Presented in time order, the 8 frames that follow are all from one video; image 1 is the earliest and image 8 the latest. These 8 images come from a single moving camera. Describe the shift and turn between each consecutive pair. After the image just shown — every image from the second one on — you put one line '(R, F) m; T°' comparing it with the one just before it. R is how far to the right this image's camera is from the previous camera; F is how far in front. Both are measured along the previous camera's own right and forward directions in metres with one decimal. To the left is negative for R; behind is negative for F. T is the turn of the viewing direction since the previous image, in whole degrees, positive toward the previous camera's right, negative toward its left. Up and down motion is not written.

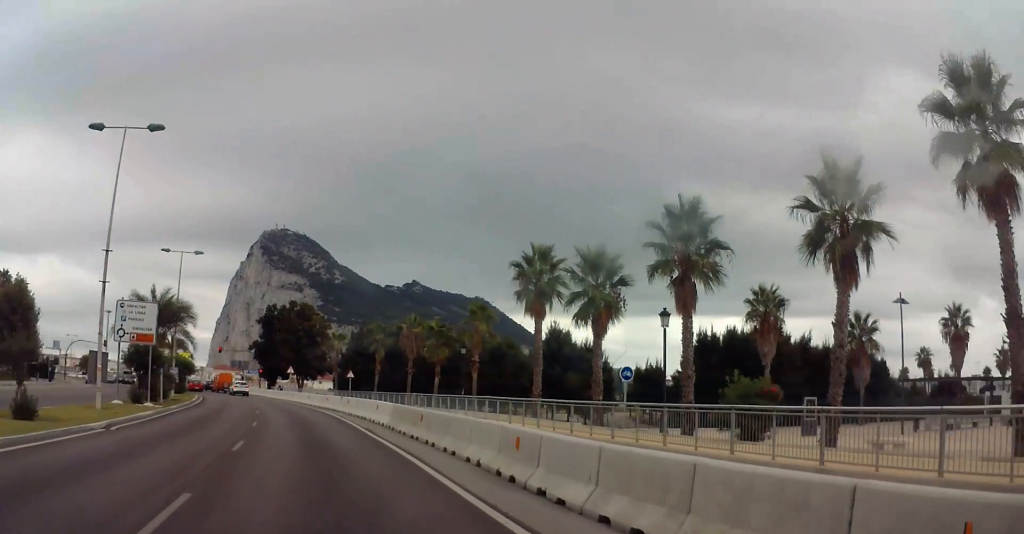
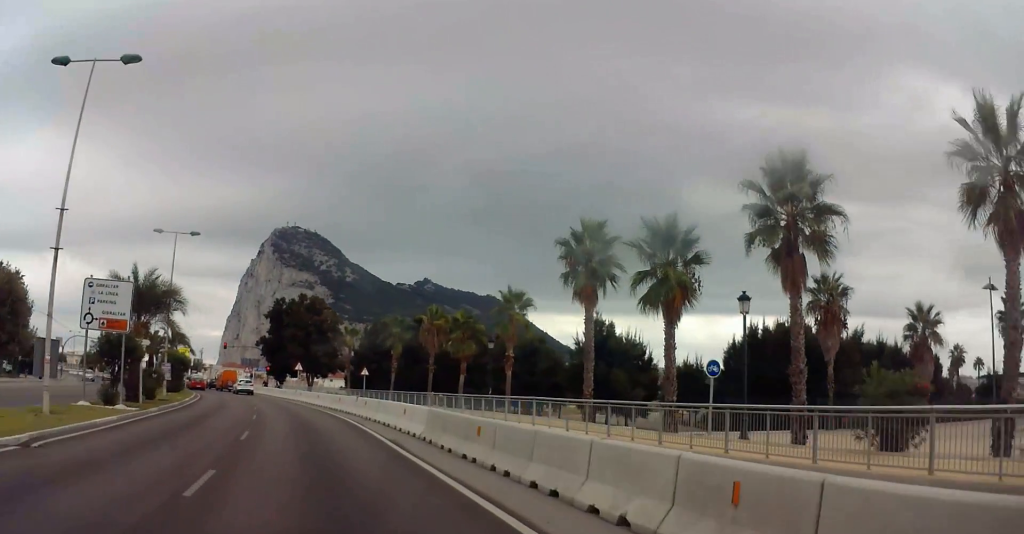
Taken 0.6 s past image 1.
(+0.1, +5.5) m; +1°
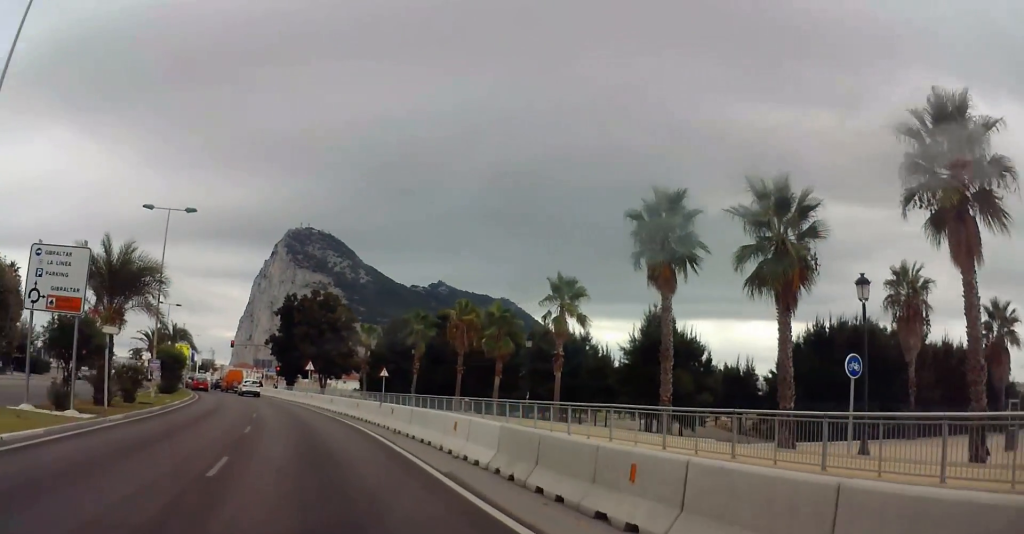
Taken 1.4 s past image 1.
(+0.1, +6.5) m; +1°
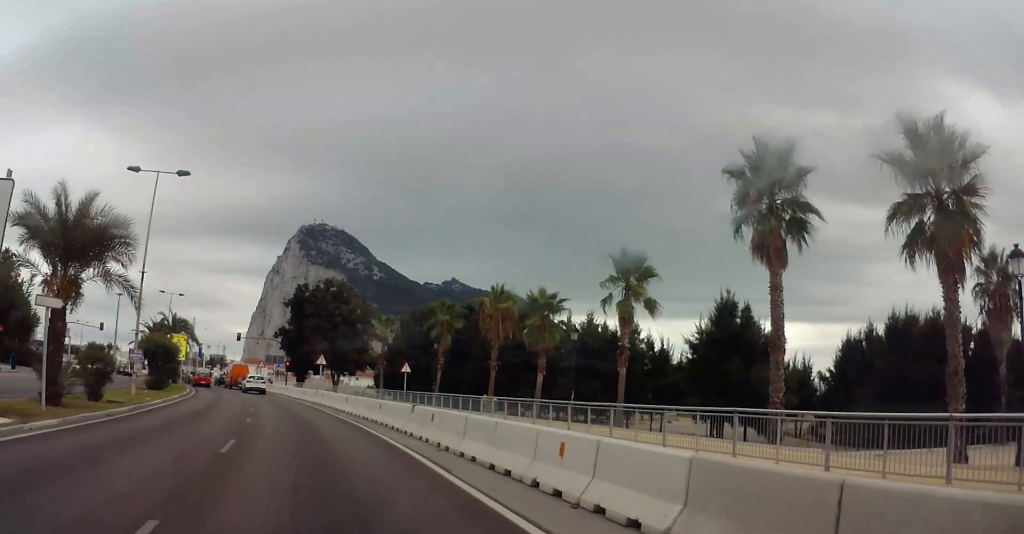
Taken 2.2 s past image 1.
(0.0, +6.4) m; 0°
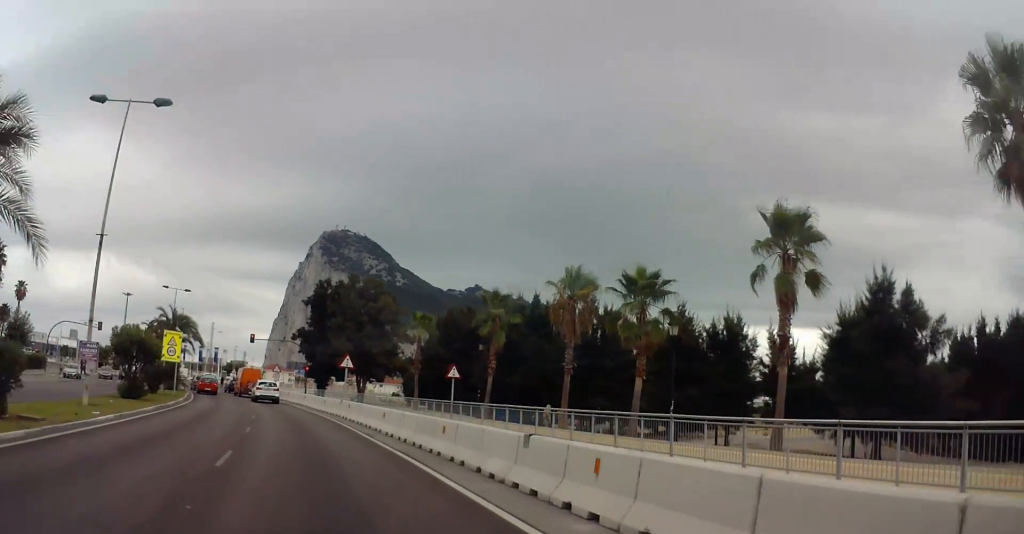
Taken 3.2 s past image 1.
(0.0, +8.8) m; 0°
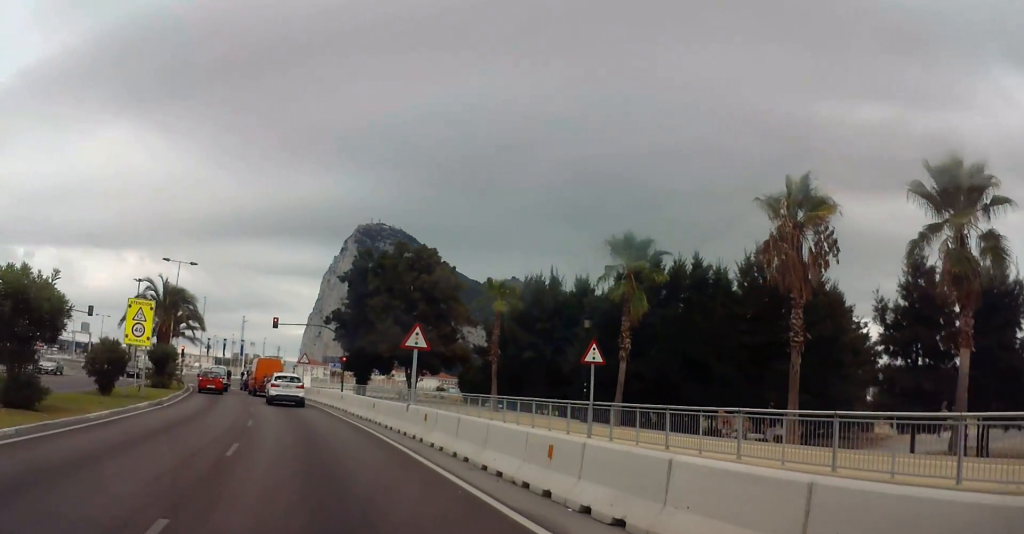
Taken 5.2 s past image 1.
(-0.5, +14.6) m; -7°
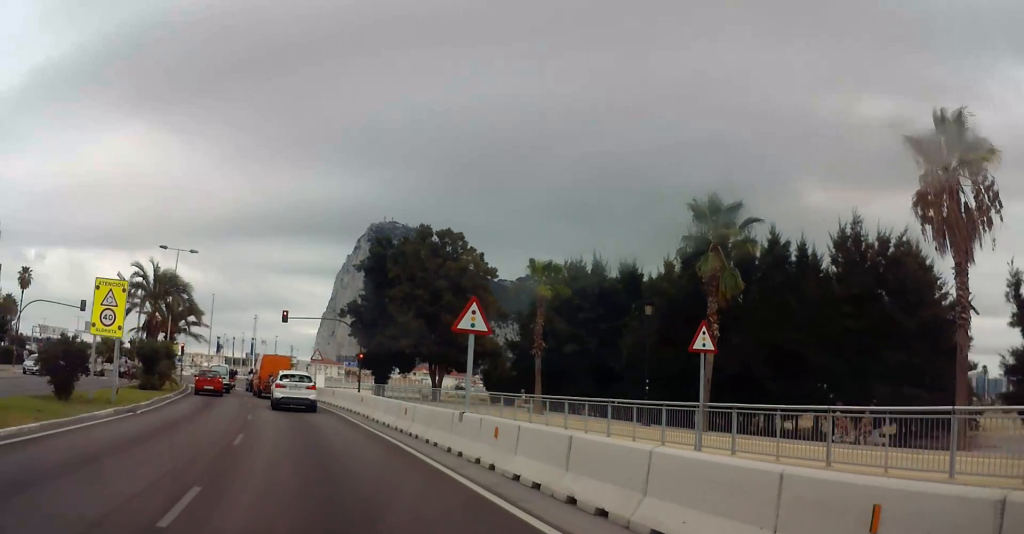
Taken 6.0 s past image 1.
(-0.4, +5.4) m; -4°
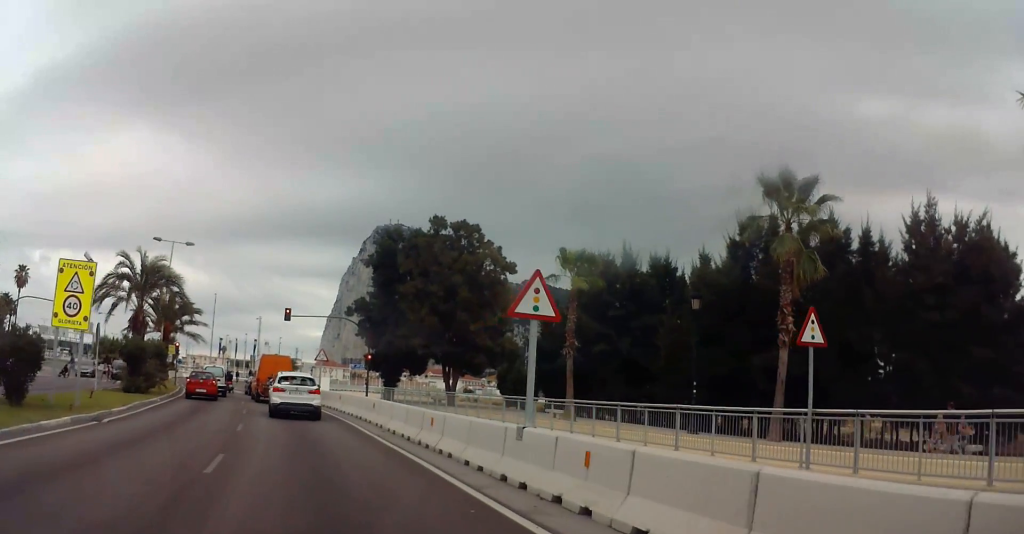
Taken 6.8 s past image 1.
(0.0, +4.1) m; 0°
